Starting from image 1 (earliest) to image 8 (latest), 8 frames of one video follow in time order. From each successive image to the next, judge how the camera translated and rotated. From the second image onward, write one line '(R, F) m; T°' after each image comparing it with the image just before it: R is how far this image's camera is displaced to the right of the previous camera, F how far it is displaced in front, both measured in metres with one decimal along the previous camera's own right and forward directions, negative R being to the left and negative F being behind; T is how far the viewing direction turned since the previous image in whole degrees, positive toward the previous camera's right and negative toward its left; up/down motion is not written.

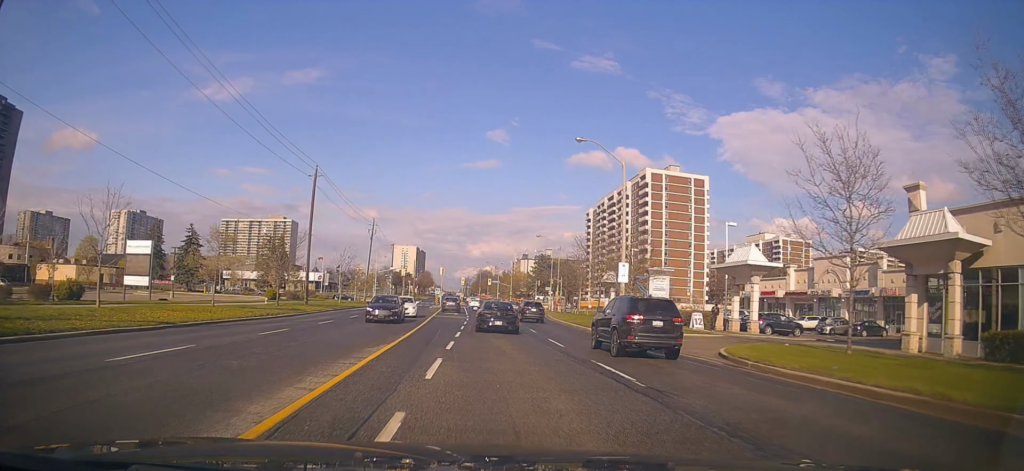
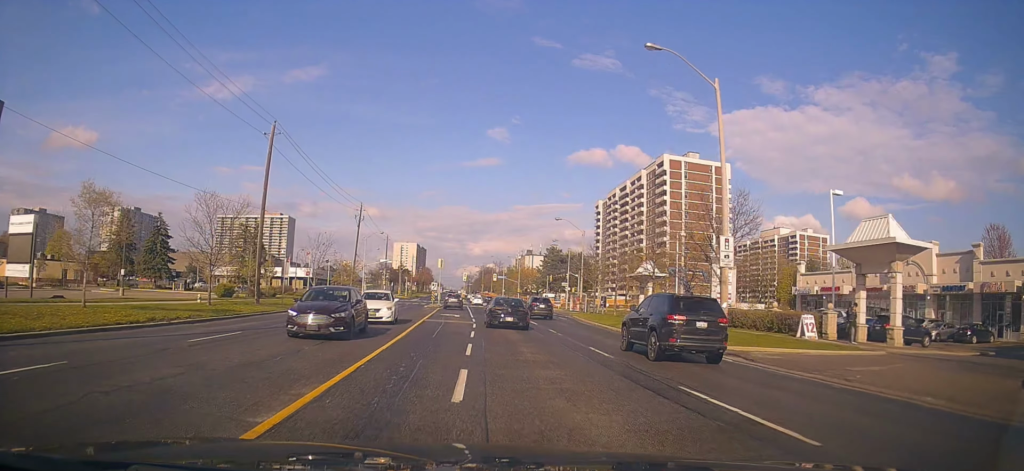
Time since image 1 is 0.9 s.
(-0.6, +14.1) m; 0°
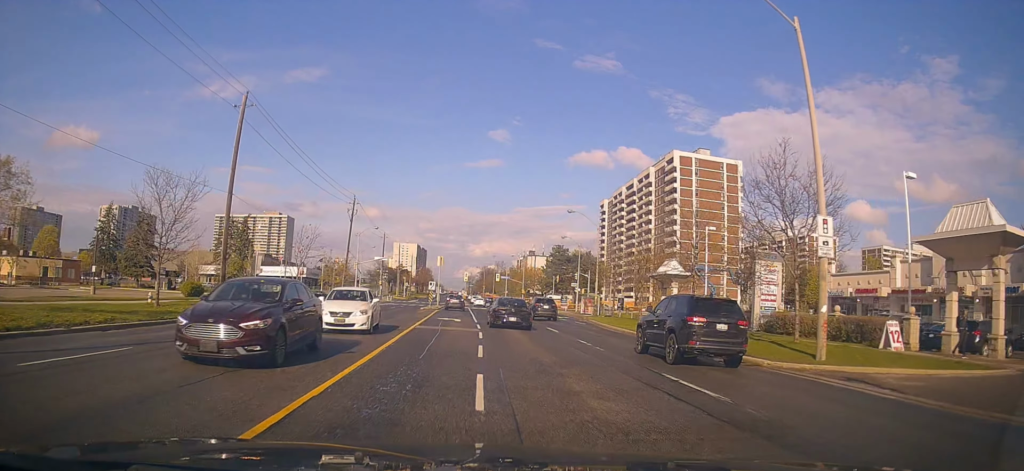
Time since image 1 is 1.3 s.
(+0.3, +6.5) m; +1°
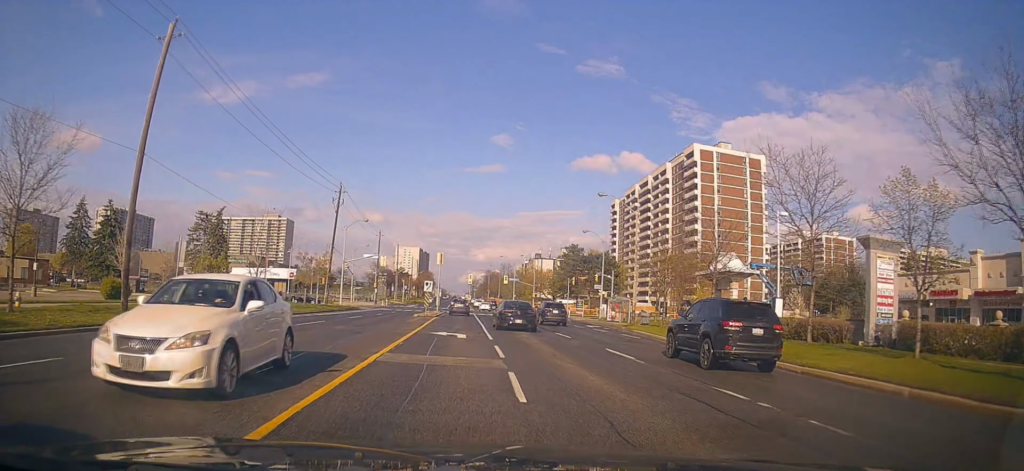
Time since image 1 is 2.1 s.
(+0.2, +11.0) m; 0°
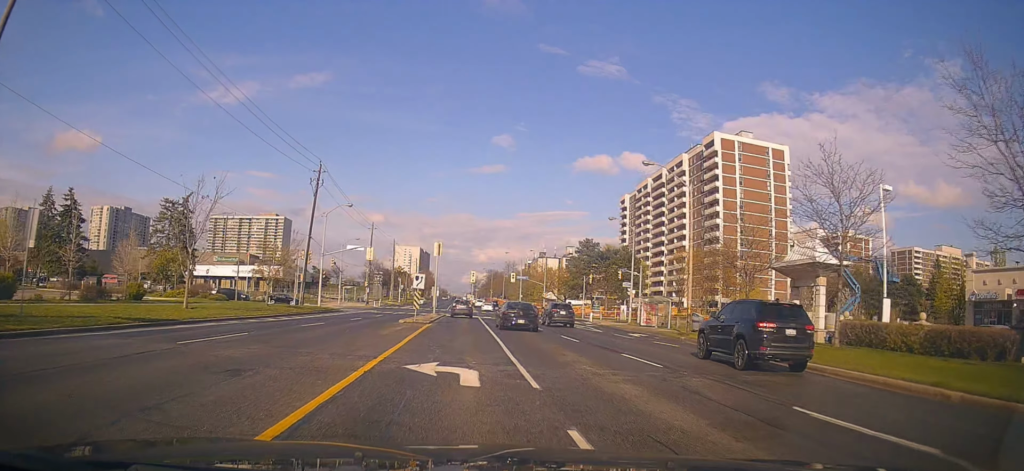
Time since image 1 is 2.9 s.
(-0.2, +11.0) m; -1°
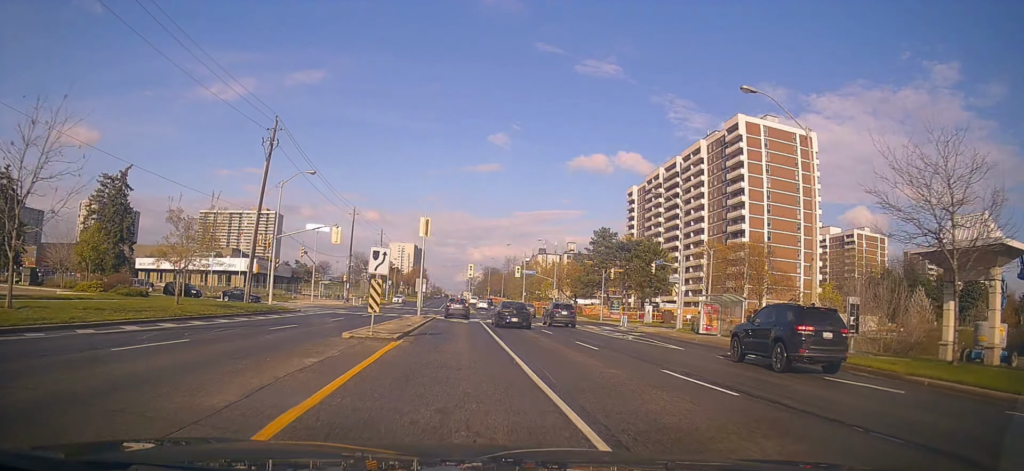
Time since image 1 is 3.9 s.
(0.0, +13.0) m; +1°
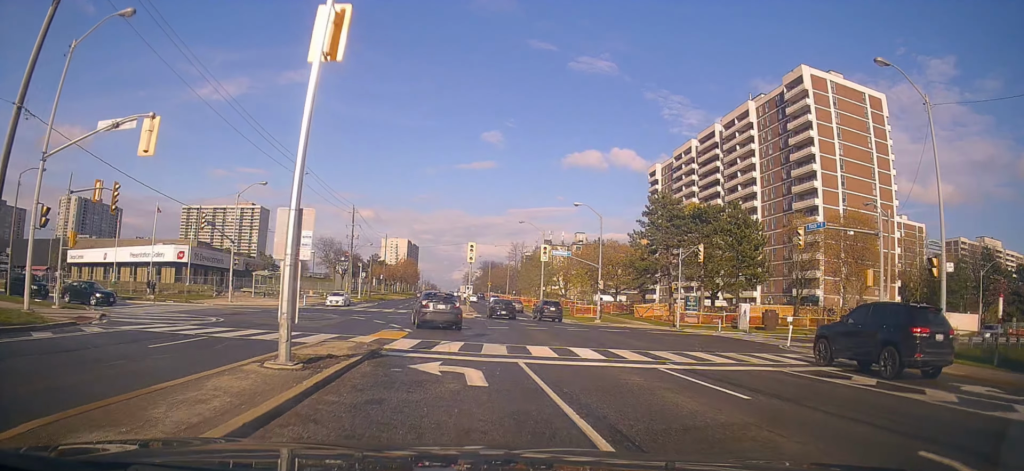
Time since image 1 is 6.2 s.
(+0.4, +24.8) m; +1°
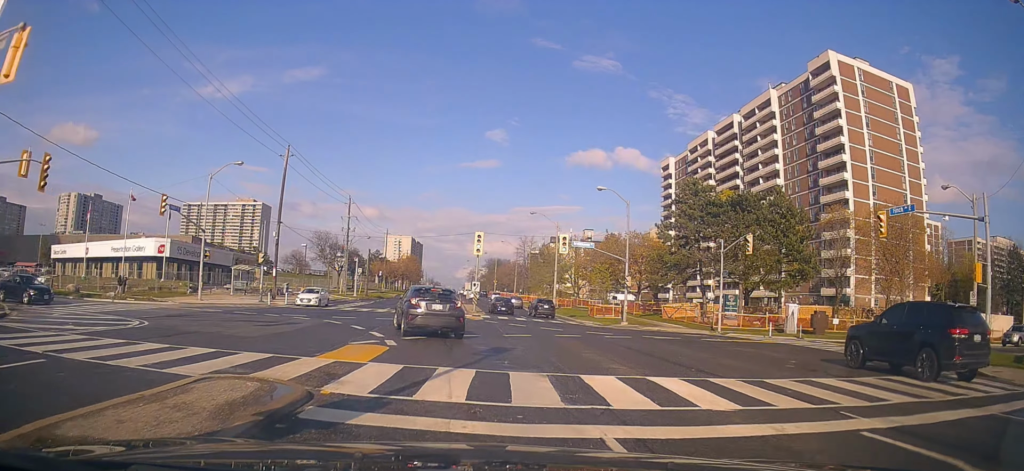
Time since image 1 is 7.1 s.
(+0.1, +6.2) m; -2°
